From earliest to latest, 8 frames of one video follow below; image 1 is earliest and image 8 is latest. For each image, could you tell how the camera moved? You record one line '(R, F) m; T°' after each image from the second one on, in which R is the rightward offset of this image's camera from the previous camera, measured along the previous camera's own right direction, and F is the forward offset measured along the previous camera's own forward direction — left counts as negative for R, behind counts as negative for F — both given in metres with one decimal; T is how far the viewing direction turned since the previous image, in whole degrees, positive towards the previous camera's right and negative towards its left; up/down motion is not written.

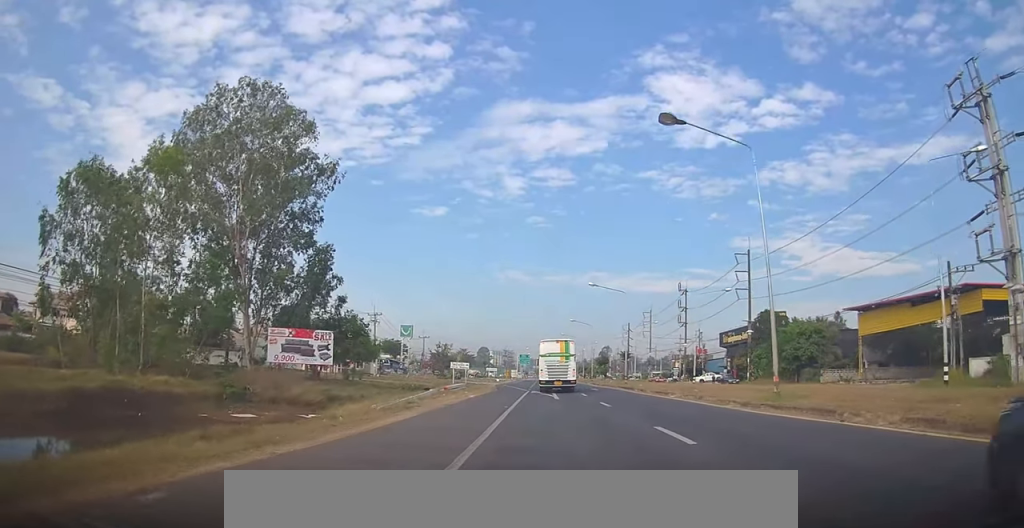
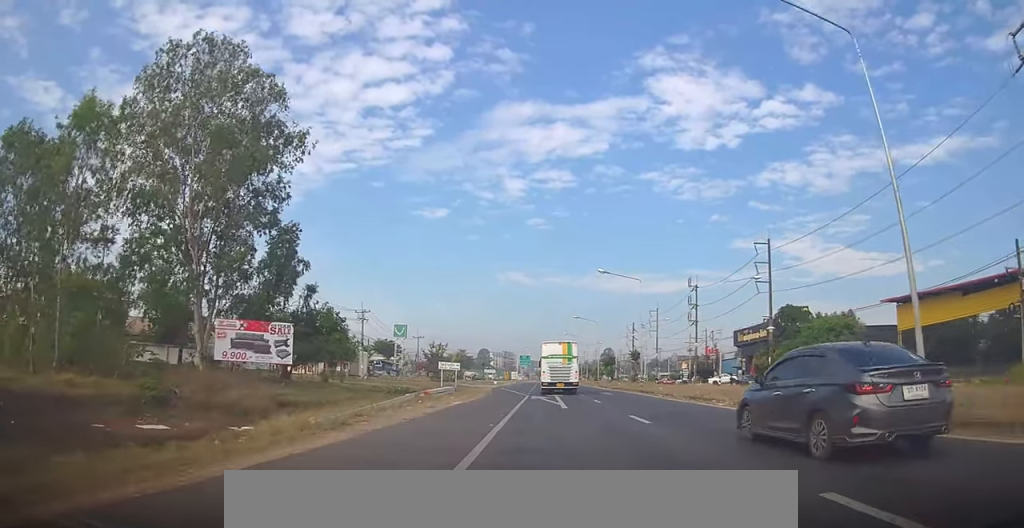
(0.0, +7.4) m; -1°
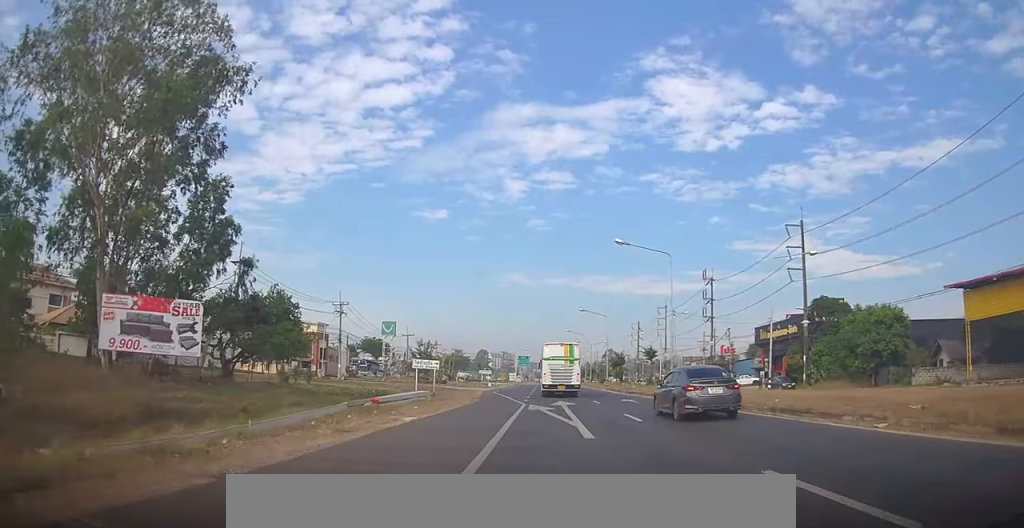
(-0.1, +10.2) m; -1°
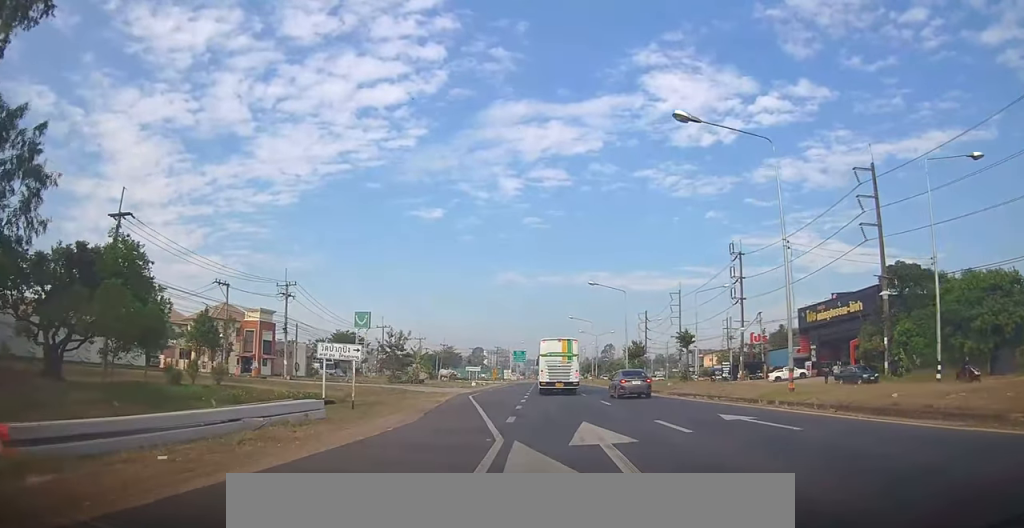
(0.0, +16.8) m; 0°
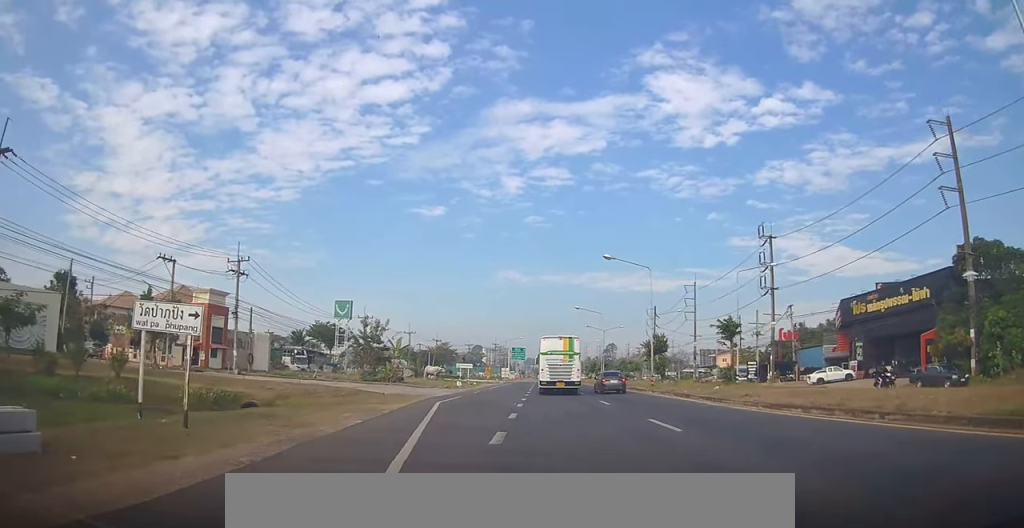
(0.0, +11.3) m; 0°
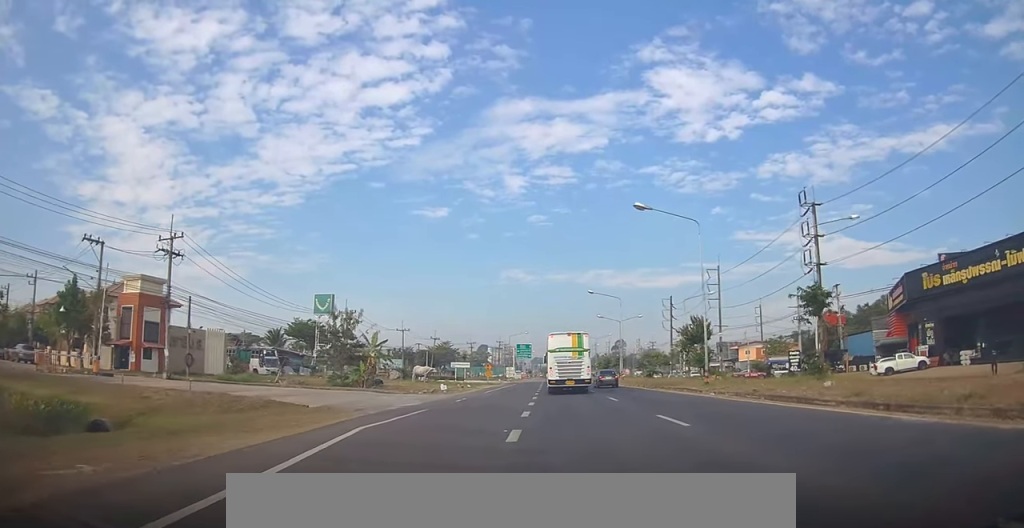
(-0.1, +12.0) m; -1°
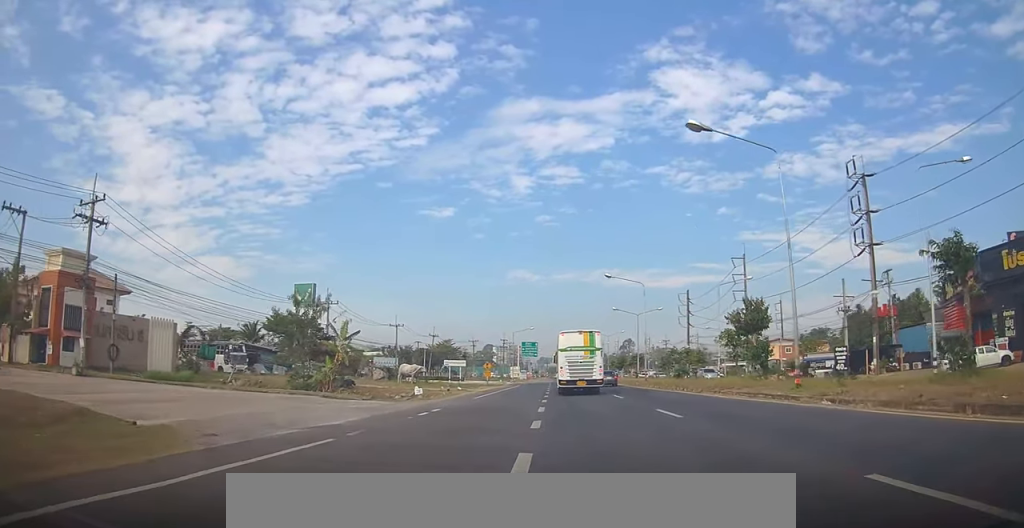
(0.0, +10.4) m; -1°
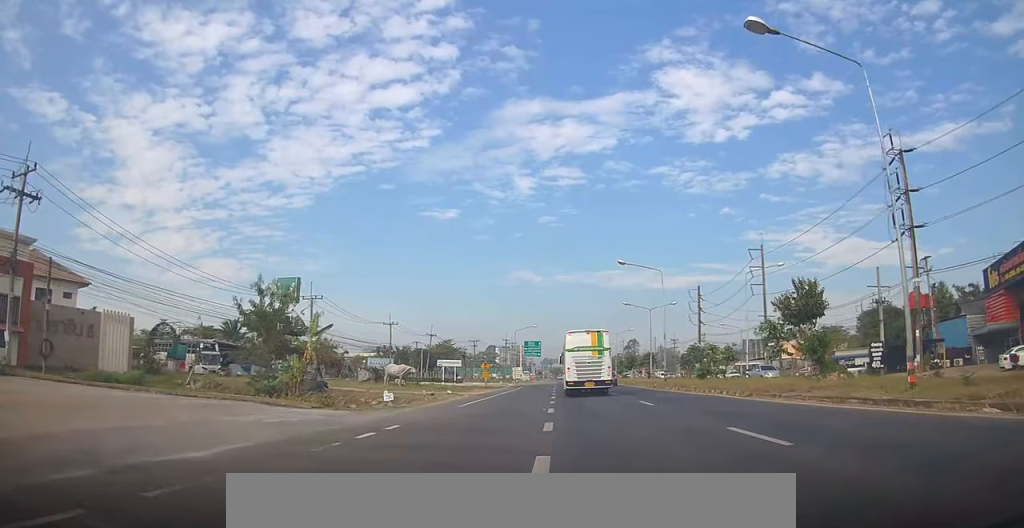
(-0.2, +6.7) m; 0°
